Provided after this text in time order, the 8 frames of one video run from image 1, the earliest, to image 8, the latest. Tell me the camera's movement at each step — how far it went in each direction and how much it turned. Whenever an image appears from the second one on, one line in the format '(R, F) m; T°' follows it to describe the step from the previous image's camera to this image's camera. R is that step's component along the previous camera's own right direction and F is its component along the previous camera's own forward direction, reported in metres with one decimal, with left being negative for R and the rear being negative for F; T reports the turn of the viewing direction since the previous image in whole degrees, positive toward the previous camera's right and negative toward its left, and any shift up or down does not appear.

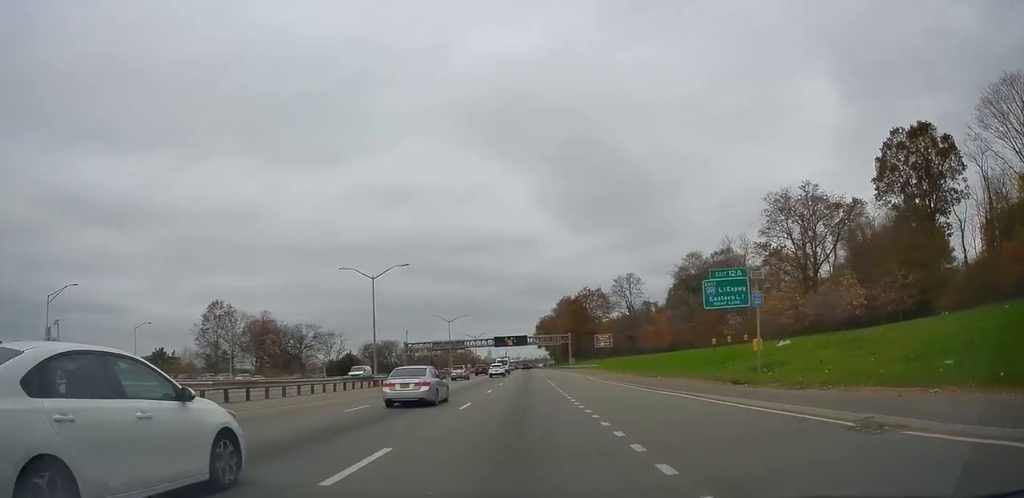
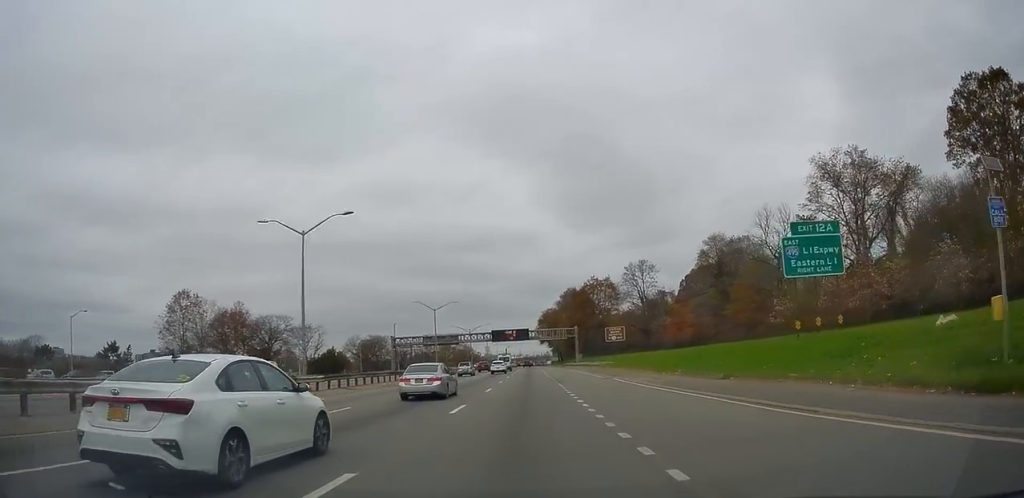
(-0.1, +15.2) m; -1°
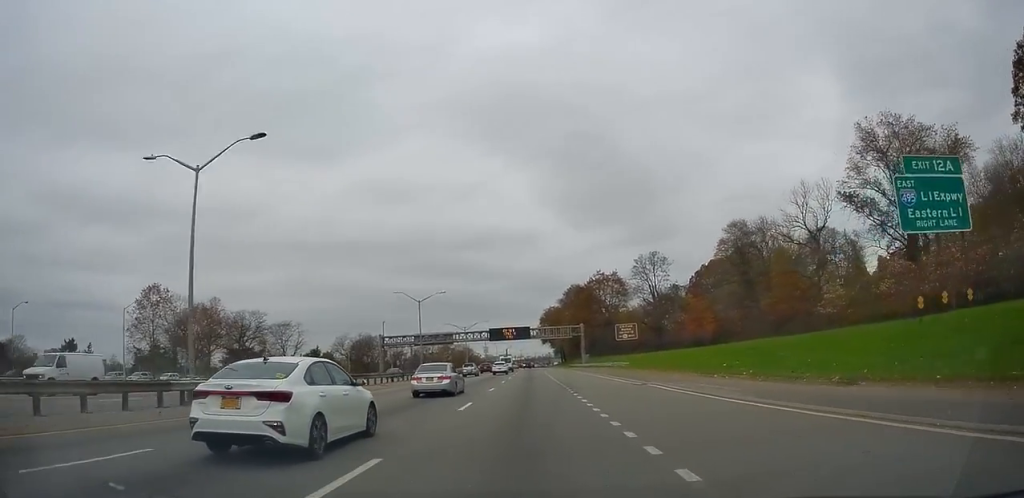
(-0.1, +11.3) m; -1°
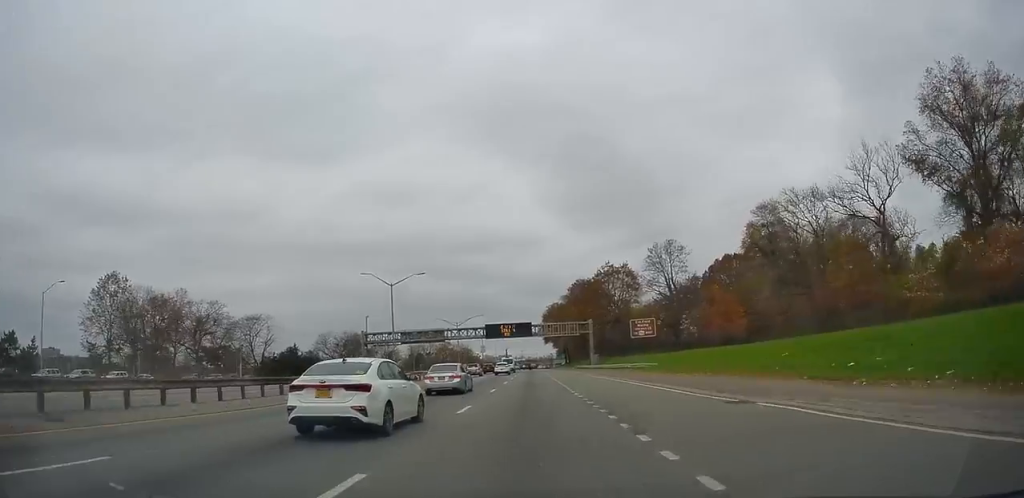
(-0.1, +13.4) m; 0°
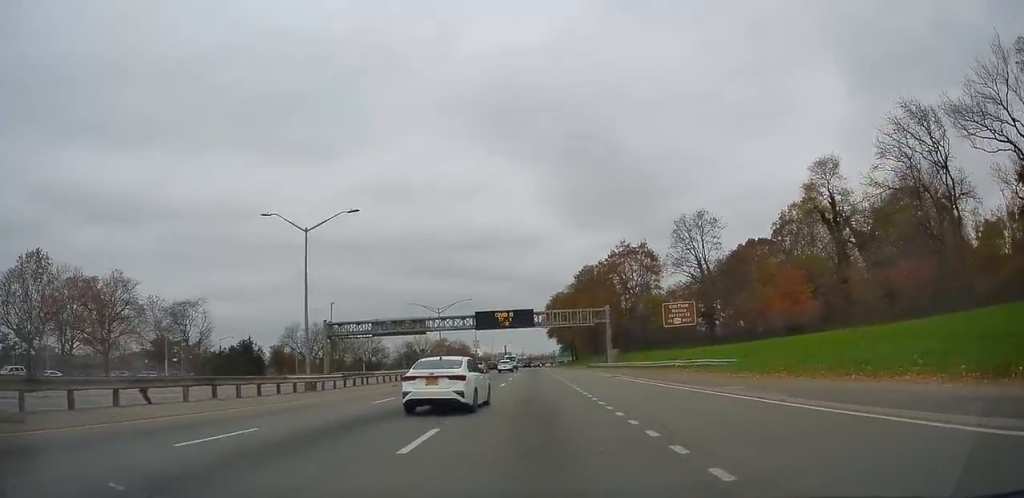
(-0.1, +19.9) m; 0°
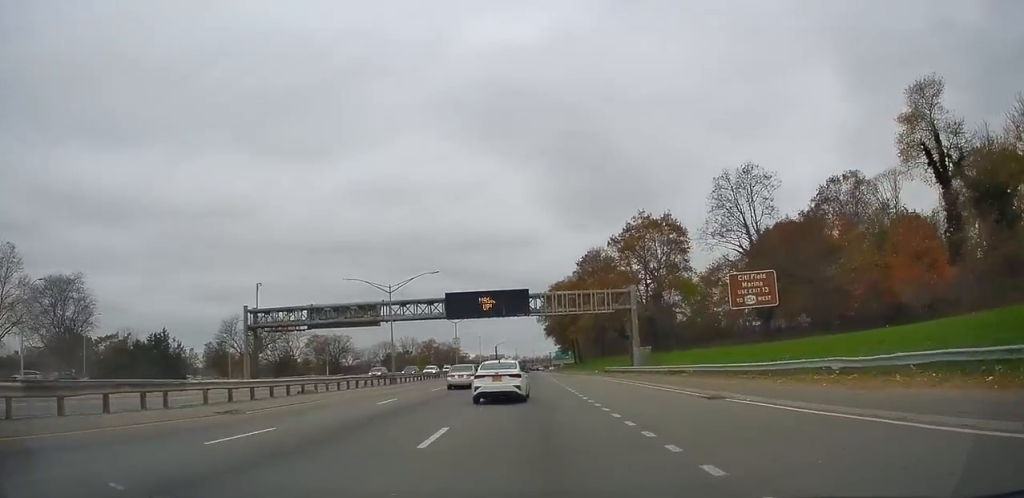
(+0.2, +23.3) m; +1°
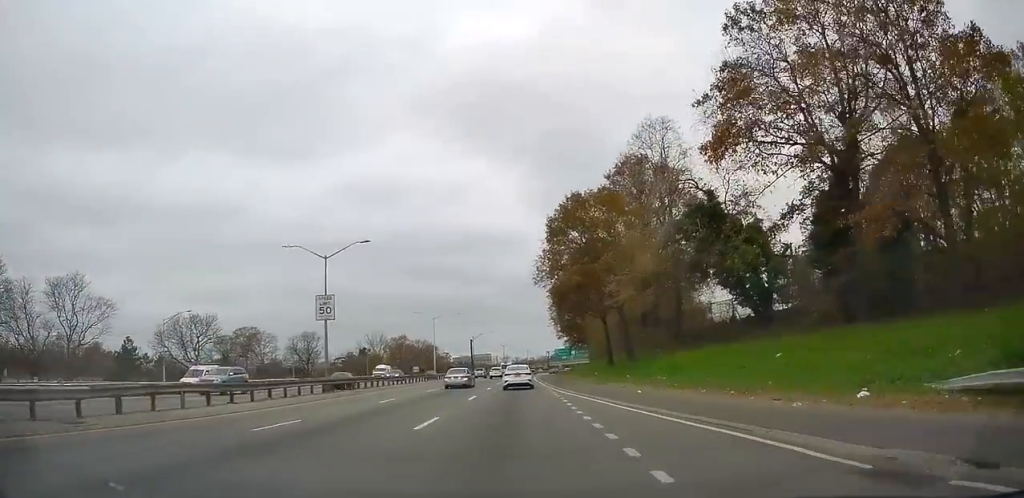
(+0.2, +57.8) m; 0°
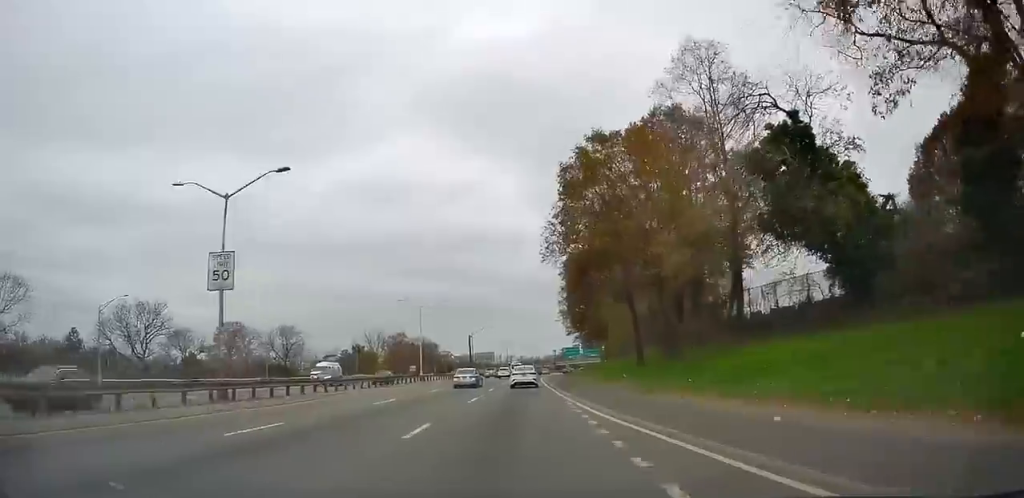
(+0.1, +13.7) m; 0°
